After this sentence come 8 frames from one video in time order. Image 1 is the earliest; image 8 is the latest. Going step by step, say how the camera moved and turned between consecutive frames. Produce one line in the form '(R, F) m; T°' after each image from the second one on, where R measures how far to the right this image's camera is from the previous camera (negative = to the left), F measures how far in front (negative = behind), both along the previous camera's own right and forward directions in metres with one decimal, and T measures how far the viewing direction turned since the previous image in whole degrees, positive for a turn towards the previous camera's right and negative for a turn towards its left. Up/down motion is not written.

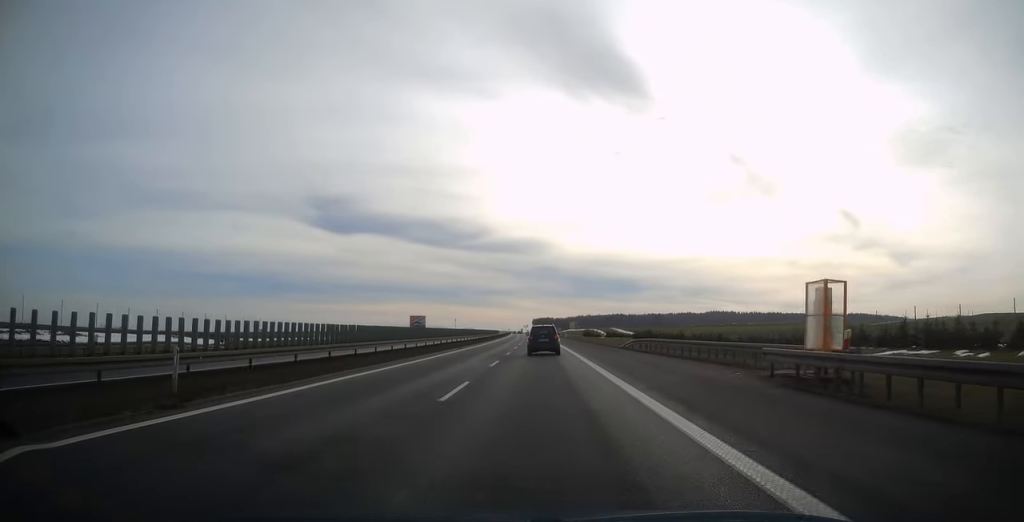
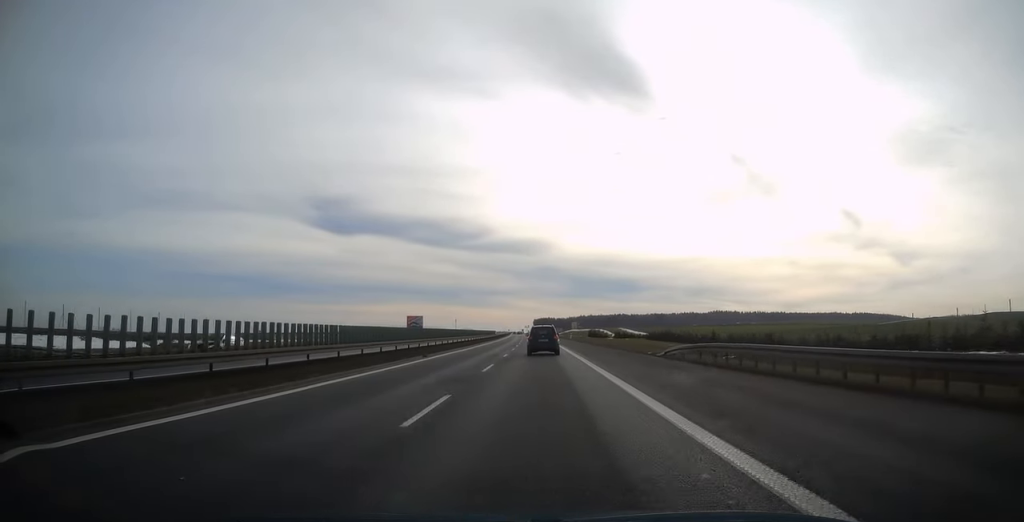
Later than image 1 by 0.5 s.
(0.0, +14.9) m; 0°
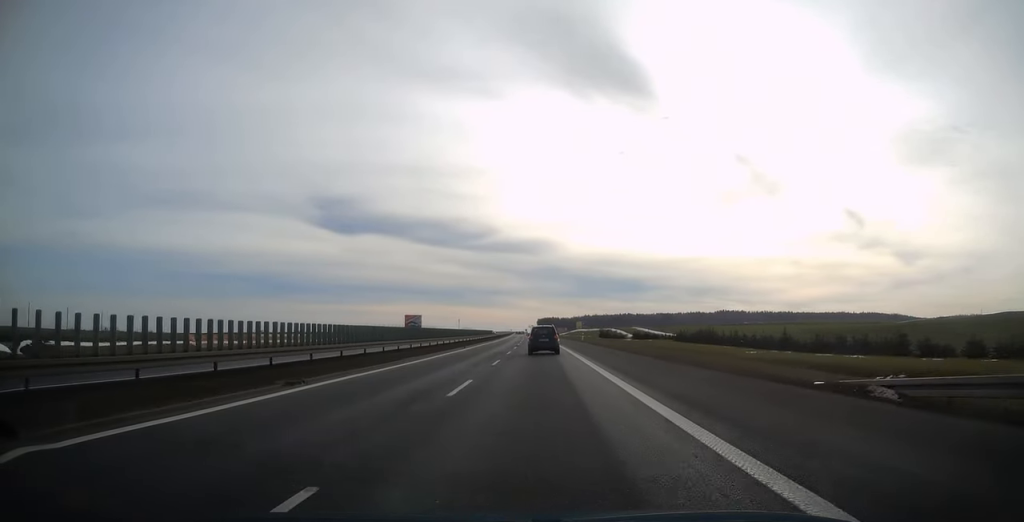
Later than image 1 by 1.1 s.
(0.0, +20.0) m; -1°
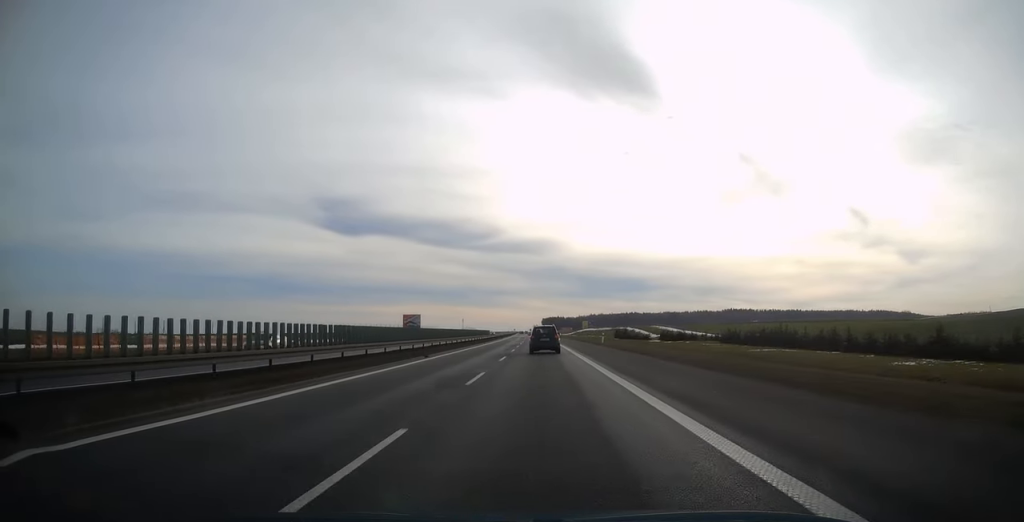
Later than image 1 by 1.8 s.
(-0.2, +20.4) m; -1°
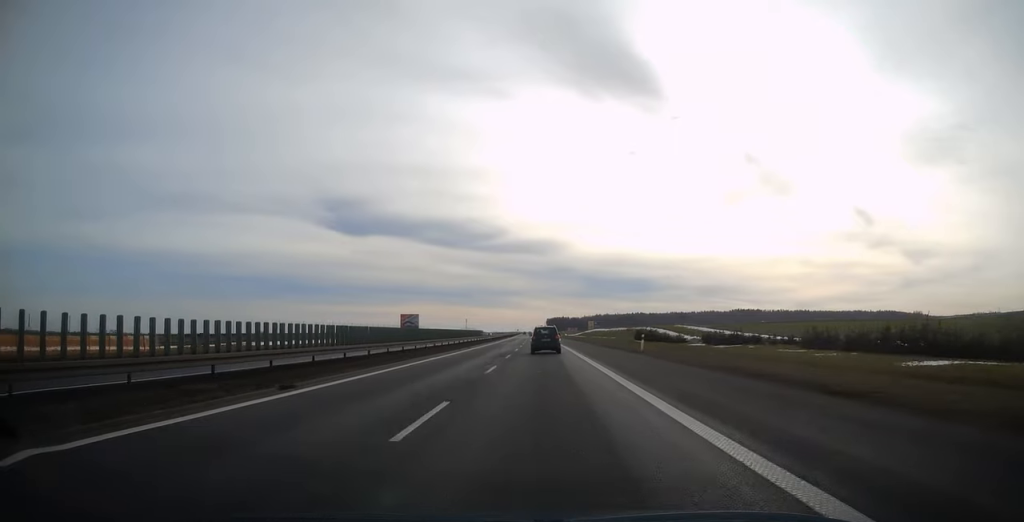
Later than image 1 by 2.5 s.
(-0.1, +20.4) m; 0°
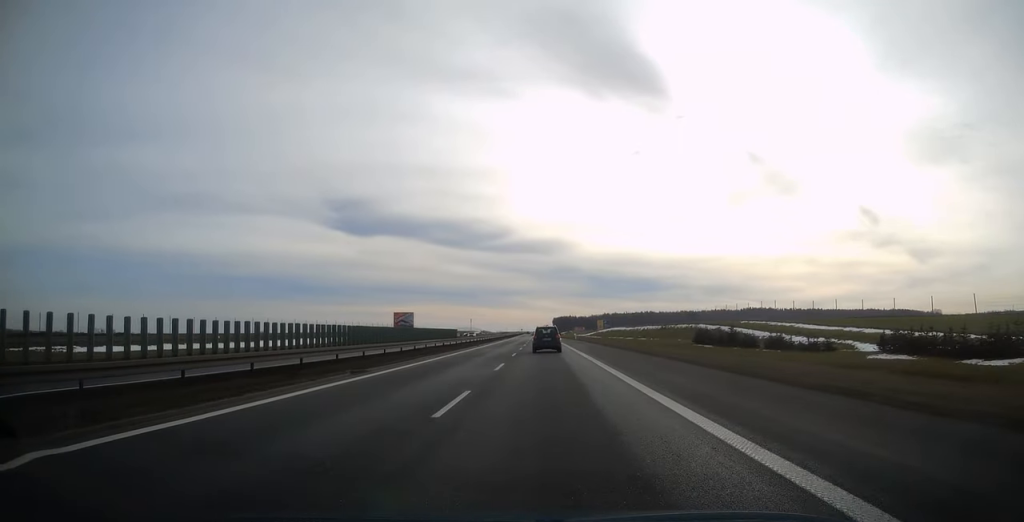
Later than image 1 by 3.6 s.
(-0.2, +34.2) m; 0°
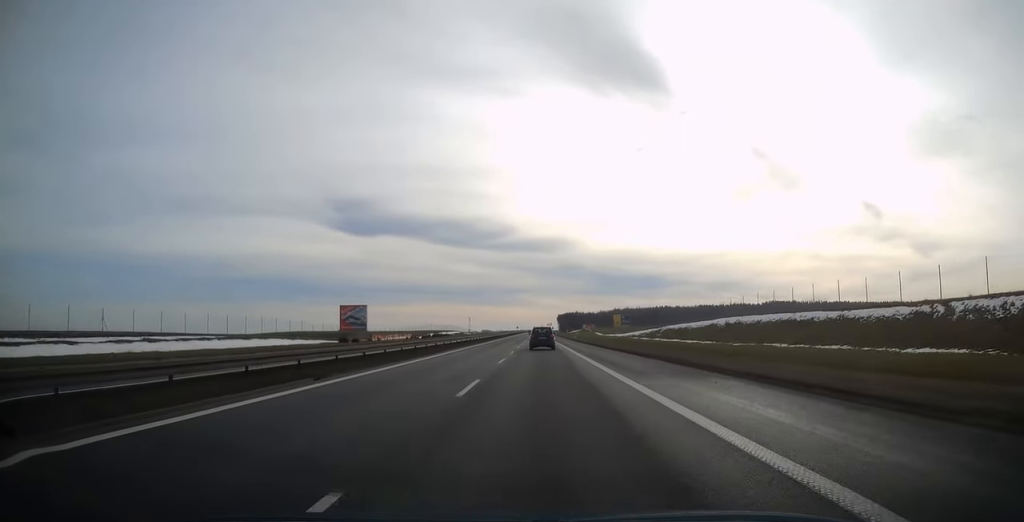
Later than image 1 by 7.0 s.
(-0.7, +105.3) m; 0°
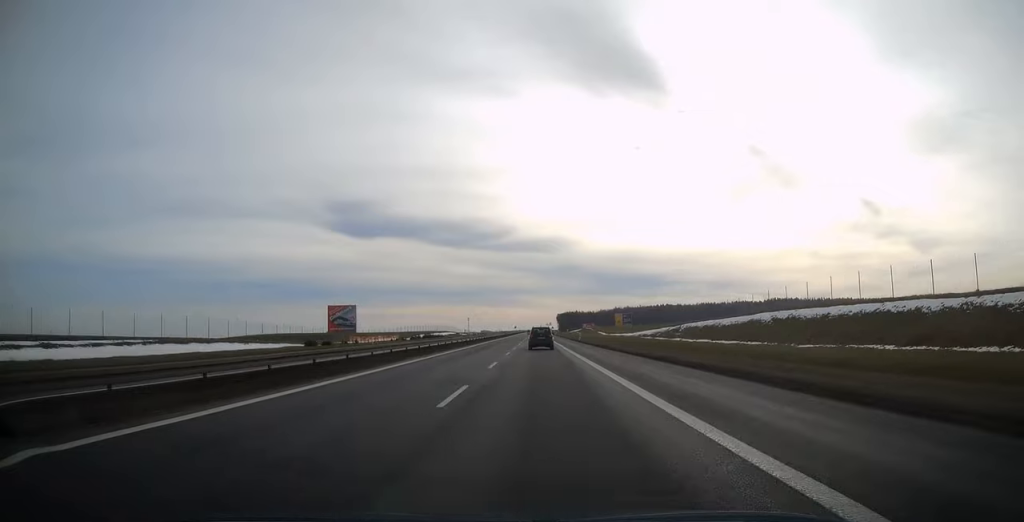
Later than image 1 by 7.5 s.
(0.0, +14.3) m; 0°
